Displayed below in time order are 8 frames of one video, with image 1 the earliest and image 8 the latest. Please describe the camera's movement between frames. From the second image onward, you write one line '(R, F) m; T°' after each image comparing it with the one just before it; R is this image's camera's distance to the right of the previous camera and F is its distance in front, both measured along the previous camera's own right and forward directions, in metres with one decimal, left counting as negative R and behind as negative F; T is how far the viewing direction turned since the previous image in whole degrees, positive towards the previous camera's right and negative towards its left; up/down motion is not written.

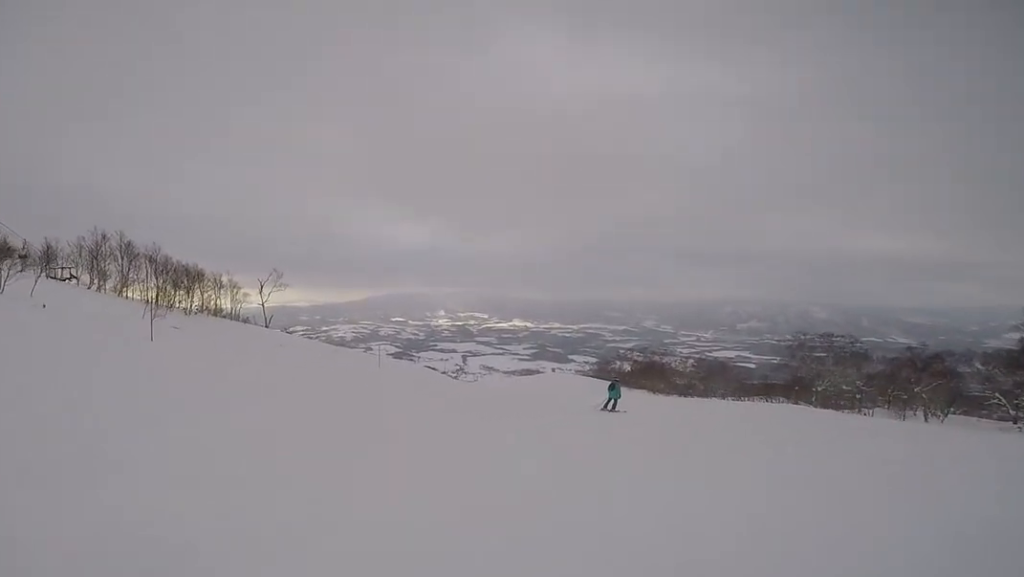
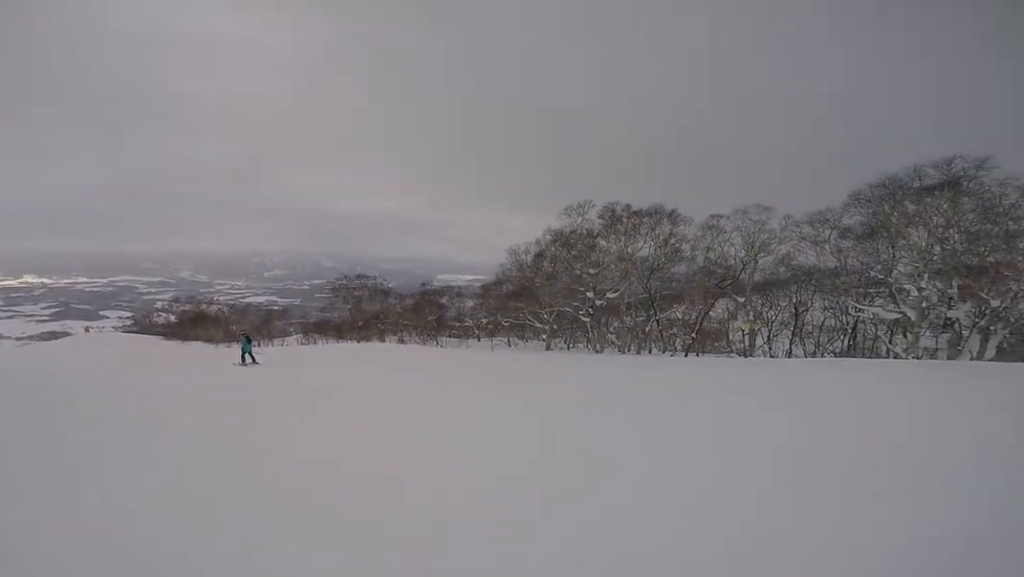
(+1.8, +8.2) m; +11°
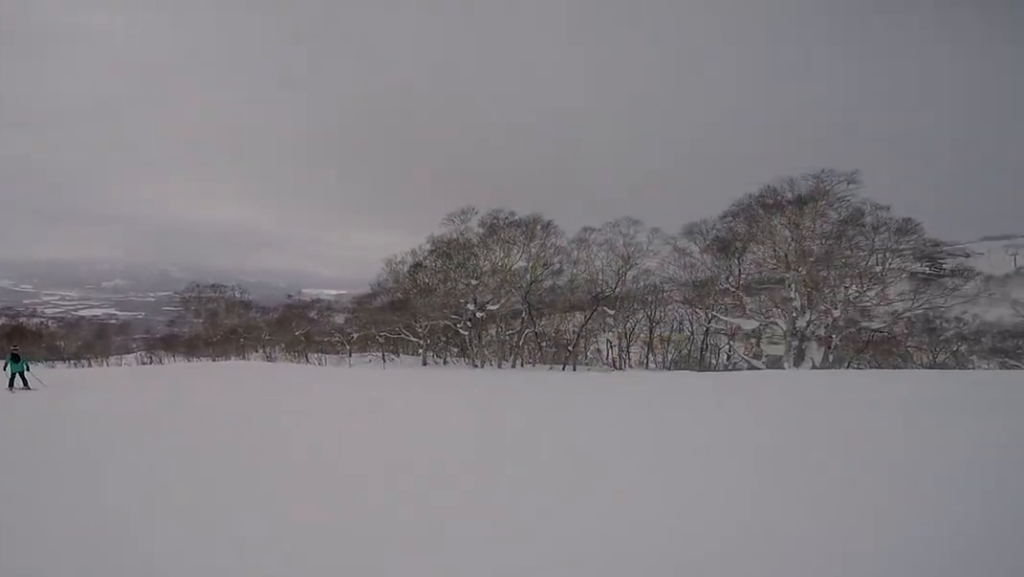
(+0.2, +3.4) m; -10°
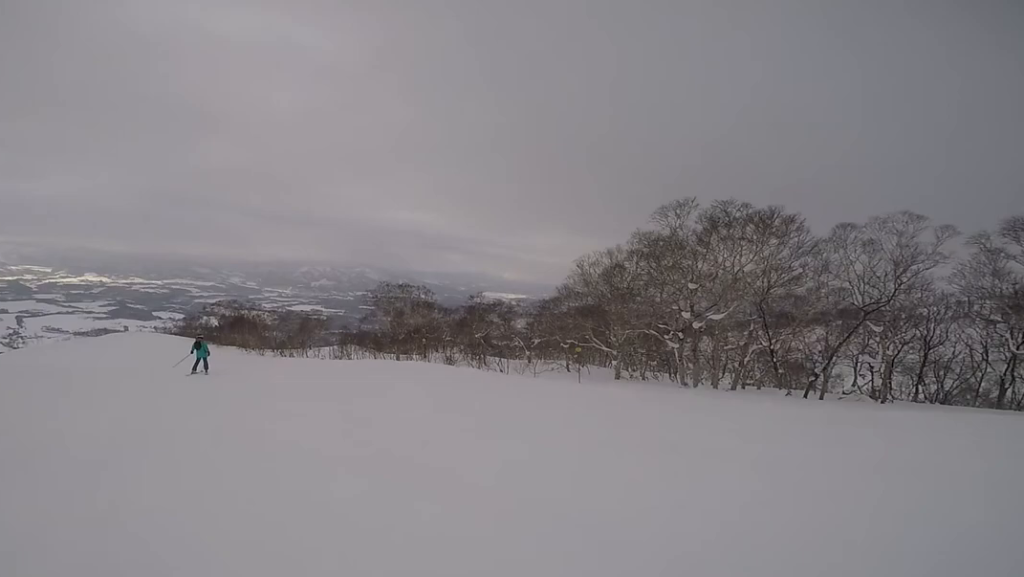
(-0.4, +2.2) m; -10°
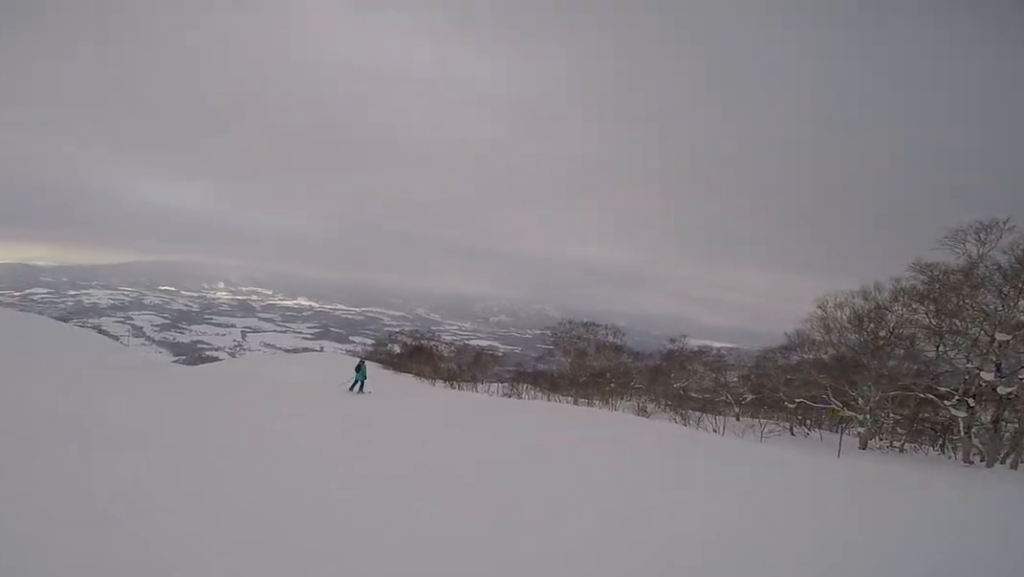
(-0.1, +2.5) m; -11°
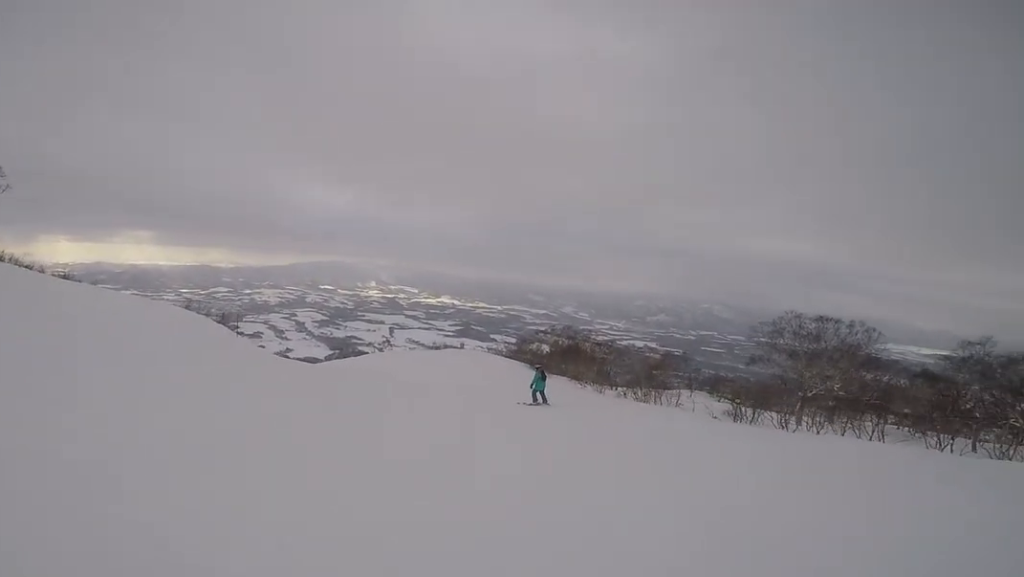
(-1.4, +8.7) m; +7°
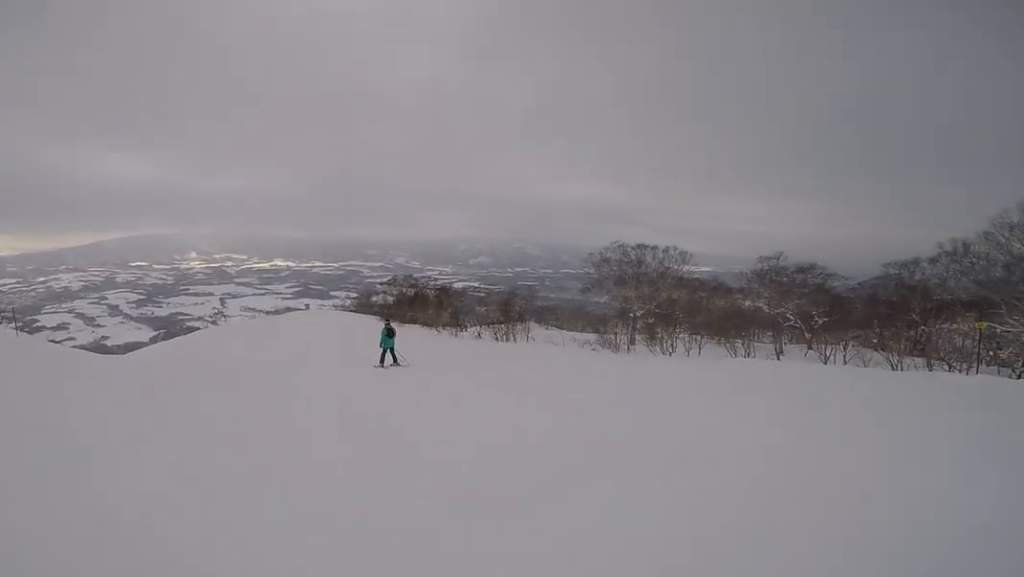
(+0.7, +3.0) m; +16°
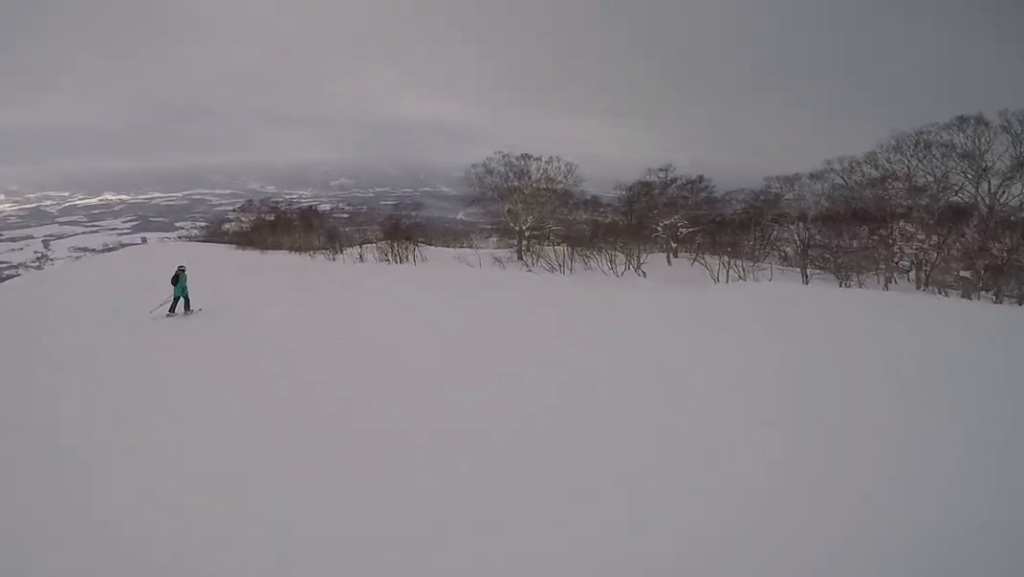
(+1.4, +6.1) m; +4°
